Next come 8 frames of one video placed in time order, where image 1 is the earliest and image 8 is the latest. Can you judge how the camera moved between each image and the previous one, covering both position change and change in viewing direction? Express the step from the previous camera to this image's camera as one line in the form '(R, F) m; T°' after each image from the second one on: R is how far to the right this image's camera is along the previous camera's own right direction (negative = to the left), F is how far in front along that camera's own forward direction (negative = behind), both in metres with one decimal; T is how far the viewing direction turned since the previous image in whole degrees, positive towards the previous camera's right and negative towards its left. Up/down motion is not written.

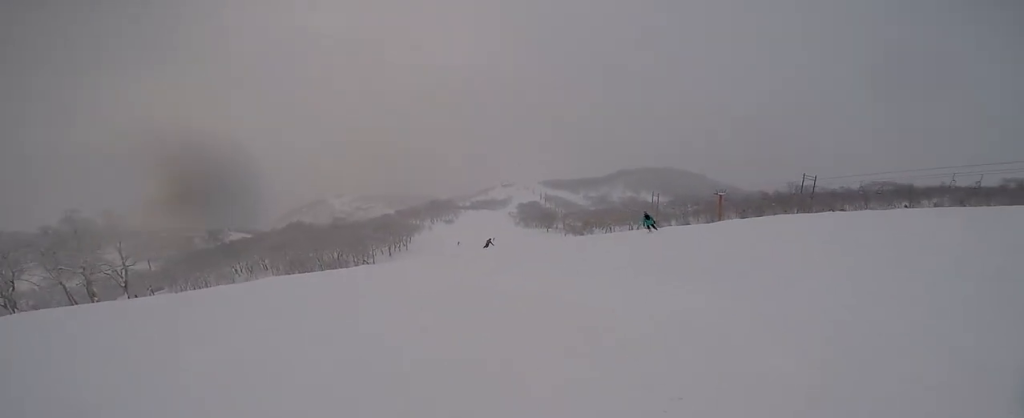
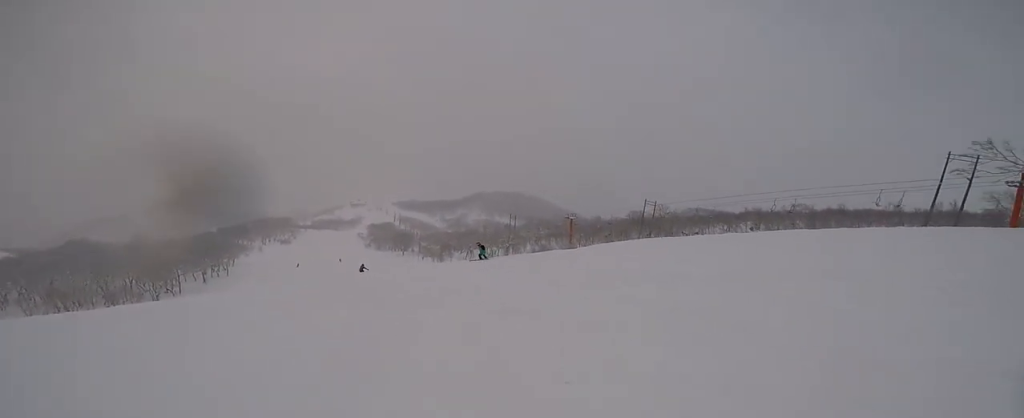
(+1.8, +5.8) m; +25°
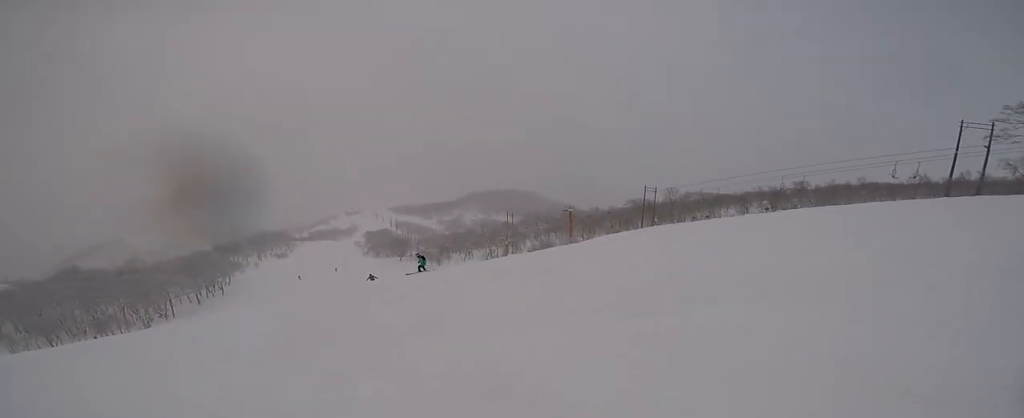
(+0.3, +3.1) m; +3°
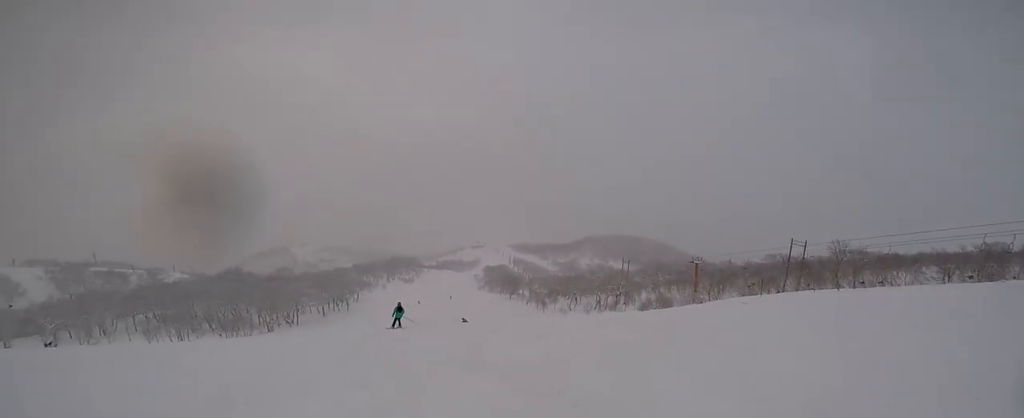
(0.0, +5.1) m; -16°
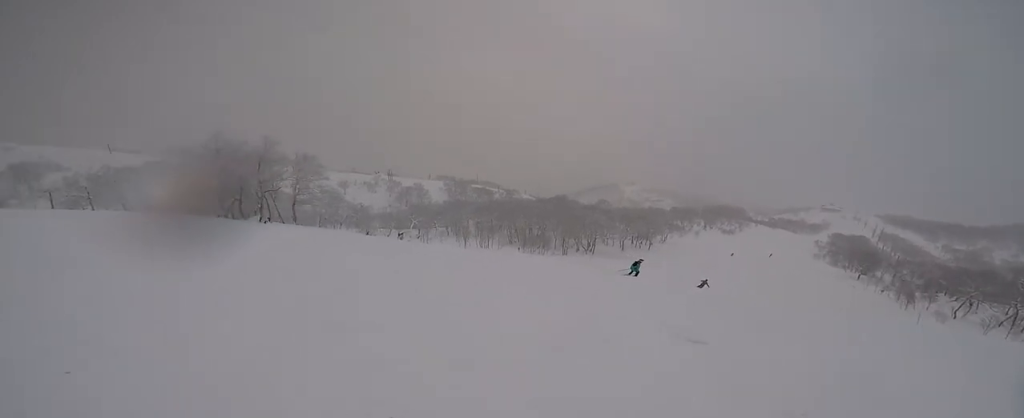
(-3.6, +7.7) m; -45°
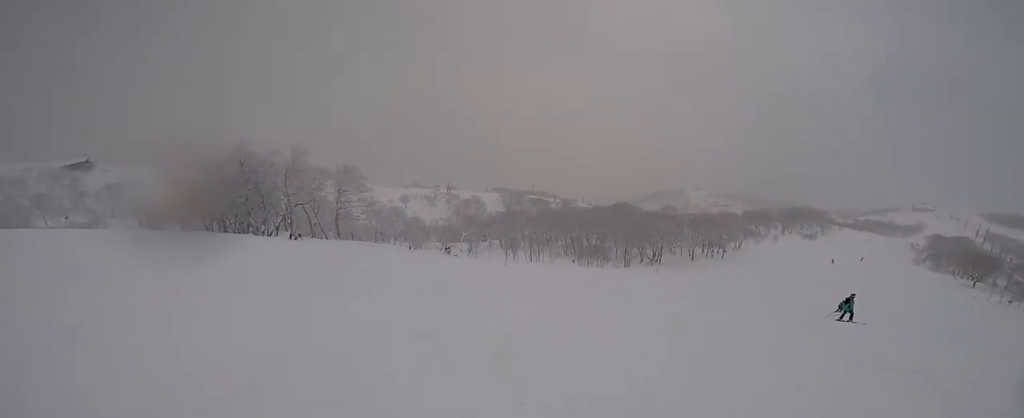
(-1.4, +5.9) m; -7°
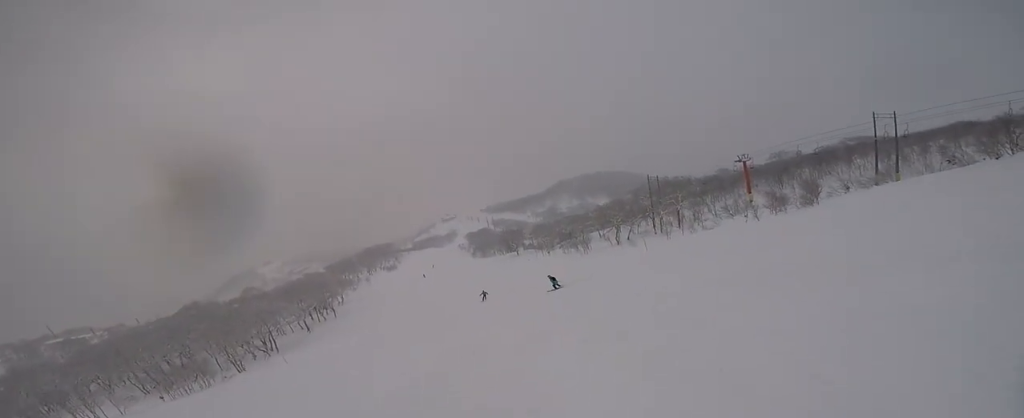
(+3.2, +8.9) m; +42°
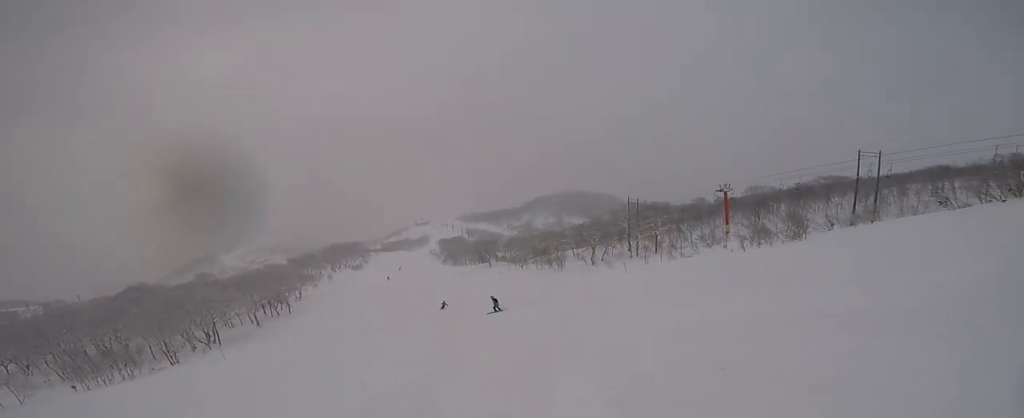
(-0.1, +2.5) m; +9°
